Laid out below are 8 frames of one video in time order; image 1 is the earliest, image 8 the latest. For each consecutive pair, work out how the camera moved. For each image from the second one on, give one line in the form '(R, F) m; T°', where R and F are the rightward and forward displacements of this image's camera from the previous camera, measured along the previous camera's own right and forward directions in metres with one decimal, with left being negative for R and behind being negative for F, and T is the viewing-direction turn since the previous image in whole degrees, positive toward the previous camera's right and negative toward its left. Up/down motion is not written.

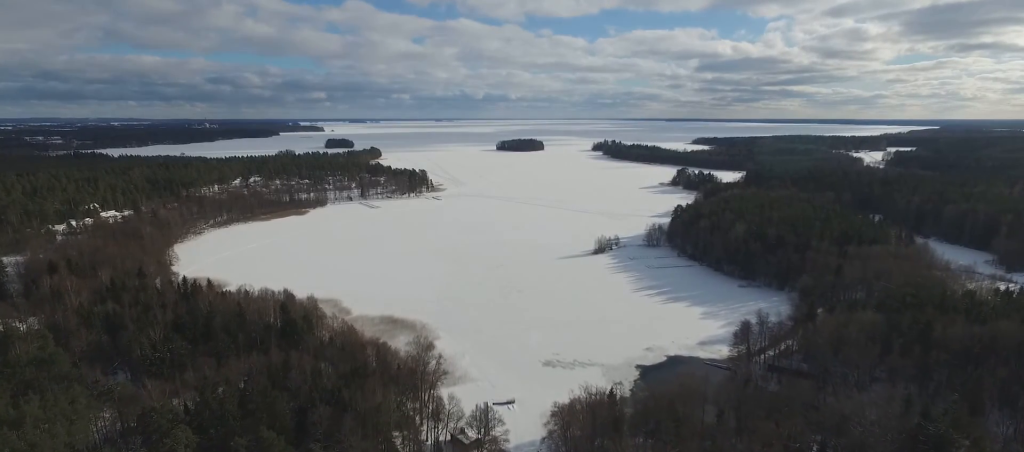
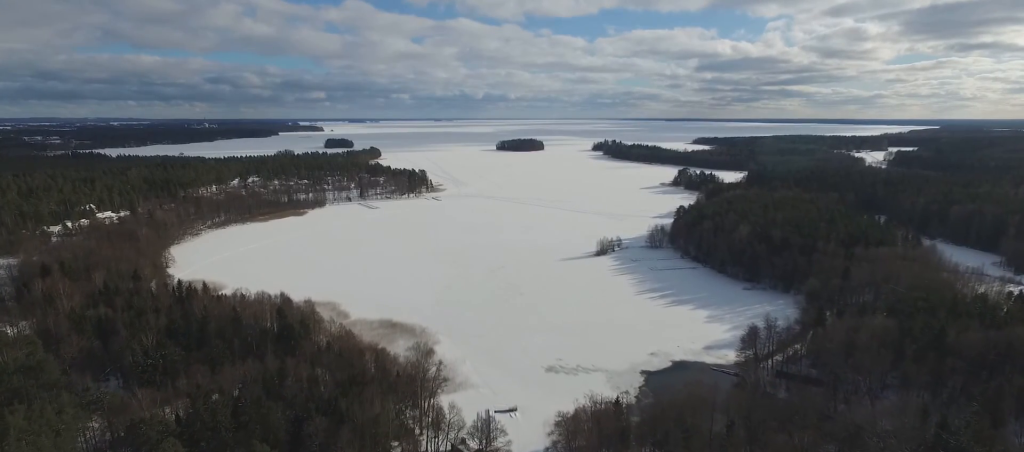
(+0.1, +6.5) m; +1°
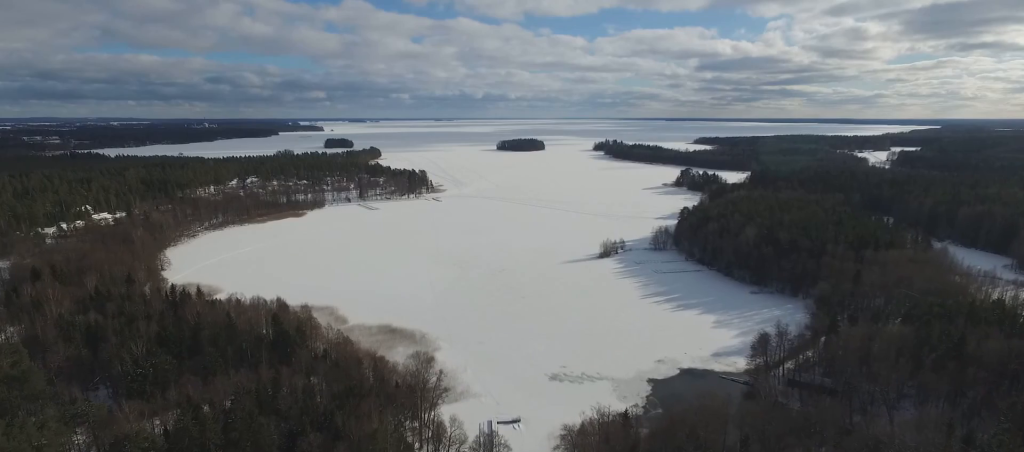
(+0.1, +8.5) m; +1°
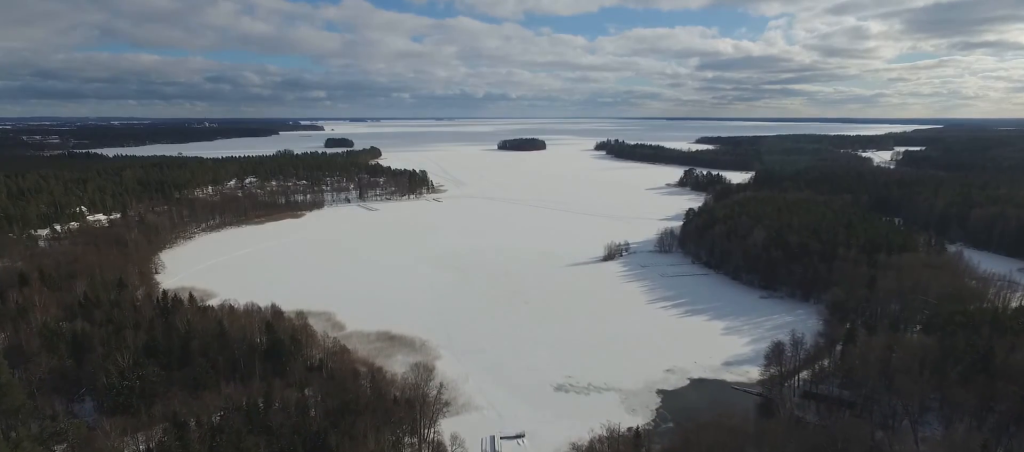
(0.0, +10.4) m; 0°
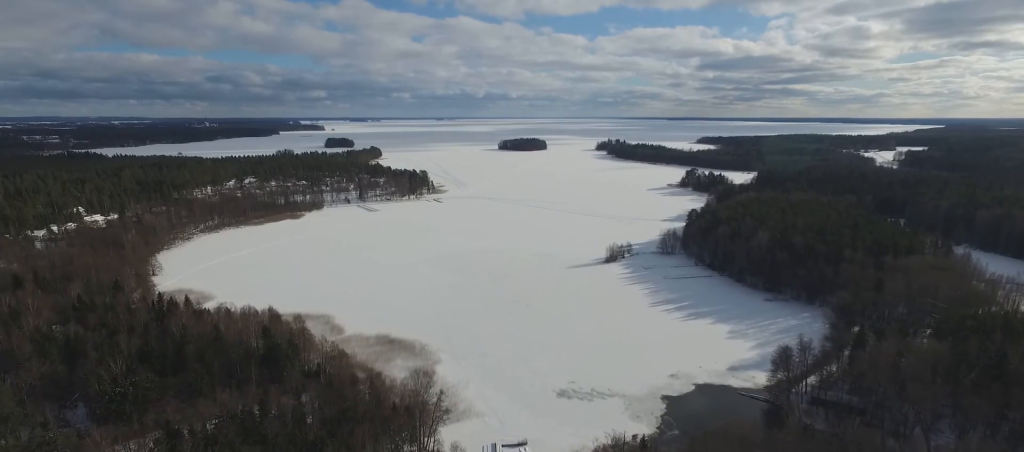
(0.0, +4.9) m; 0°
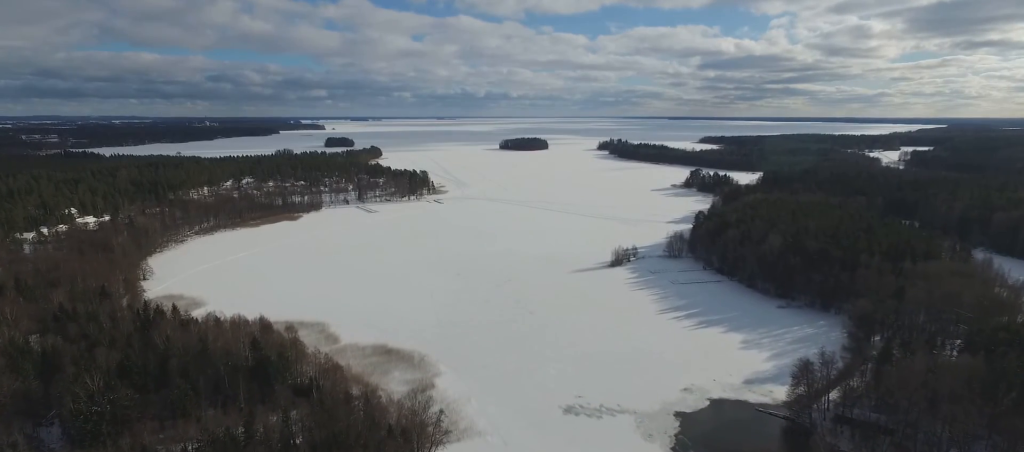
(-0.1, +13.8) m; 0°
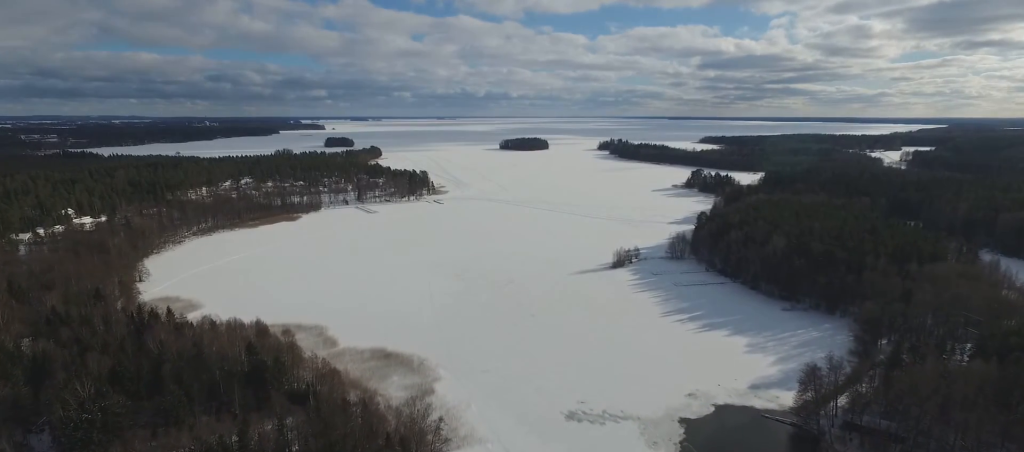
(0.0, +4.7) m; 0°
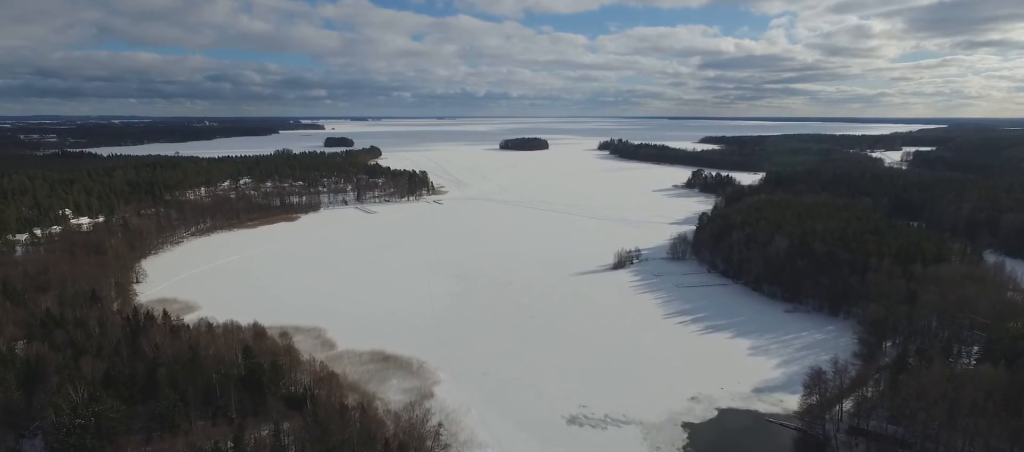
(0.0, +3.1) m; 0°
